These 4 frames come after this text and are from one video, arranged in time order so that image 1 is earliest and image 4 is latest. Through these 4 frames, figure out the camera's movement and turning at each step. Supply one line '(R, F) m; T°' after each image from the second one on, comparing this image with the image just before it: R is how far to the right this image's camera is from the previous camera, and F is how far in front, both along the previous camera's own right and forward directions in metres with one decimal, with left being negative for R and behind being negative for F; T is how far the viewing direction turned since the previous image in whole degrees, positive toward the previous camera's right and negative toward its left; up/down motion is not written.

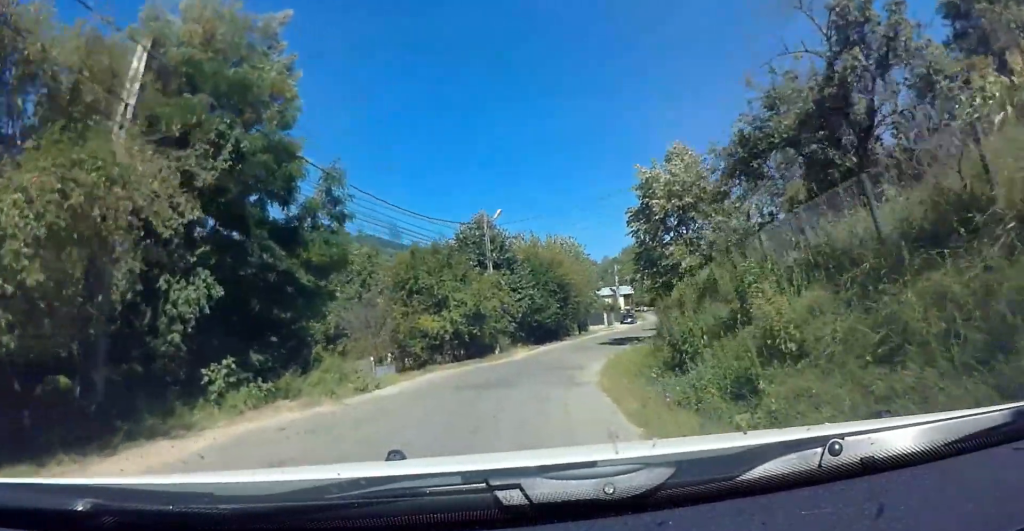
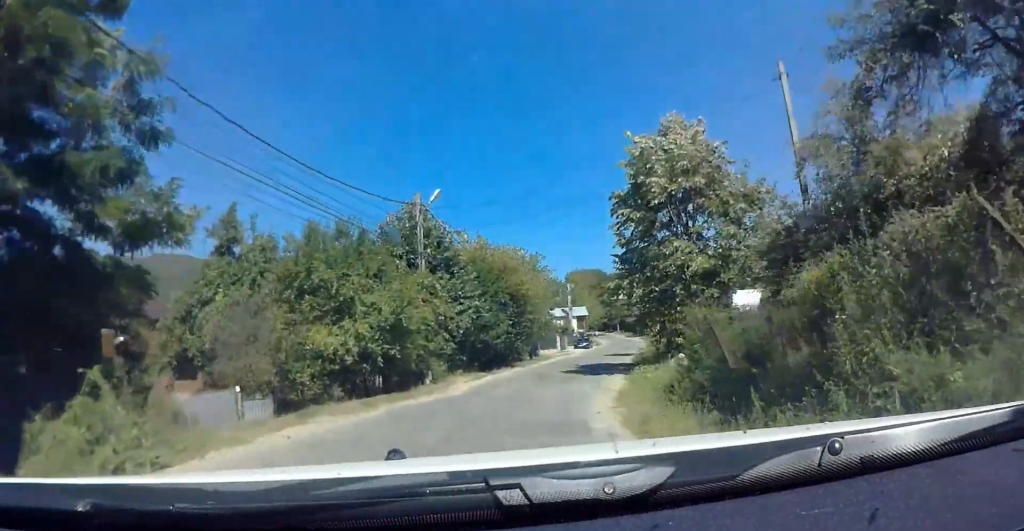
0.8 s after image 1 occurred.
(-0.3, +9.9) m; 0°
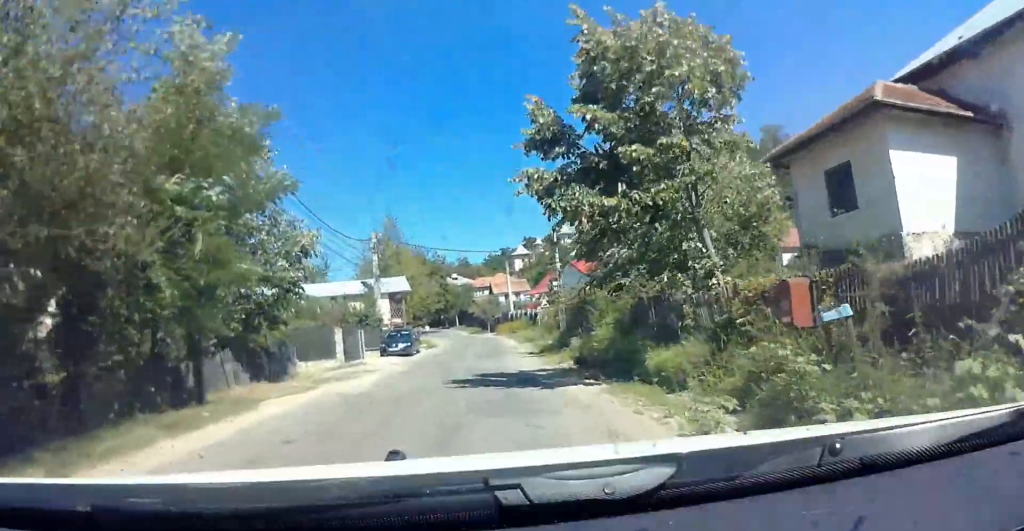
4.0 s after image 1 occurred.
(+4.3, +38.6) m; +18°
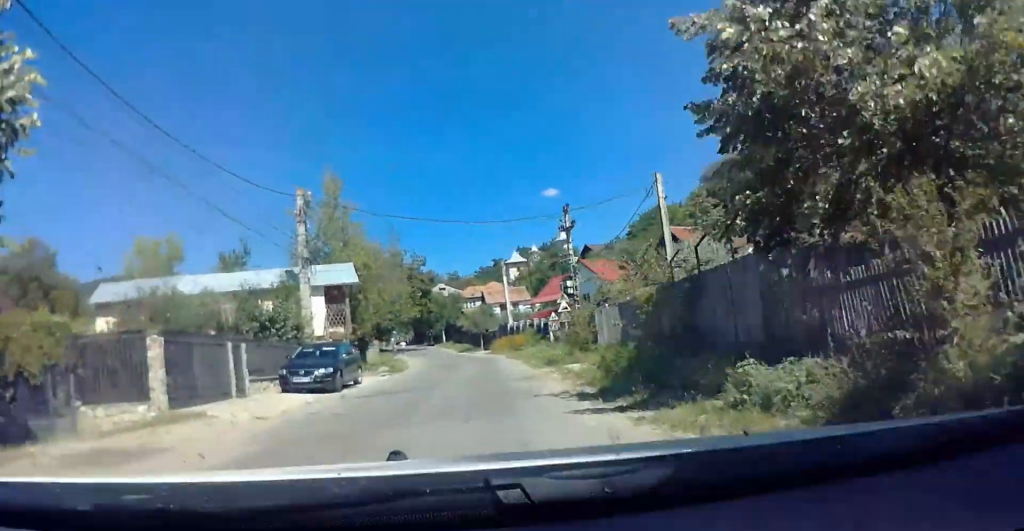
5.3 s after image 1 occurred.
(+0.5, +16.8) m; +2°
